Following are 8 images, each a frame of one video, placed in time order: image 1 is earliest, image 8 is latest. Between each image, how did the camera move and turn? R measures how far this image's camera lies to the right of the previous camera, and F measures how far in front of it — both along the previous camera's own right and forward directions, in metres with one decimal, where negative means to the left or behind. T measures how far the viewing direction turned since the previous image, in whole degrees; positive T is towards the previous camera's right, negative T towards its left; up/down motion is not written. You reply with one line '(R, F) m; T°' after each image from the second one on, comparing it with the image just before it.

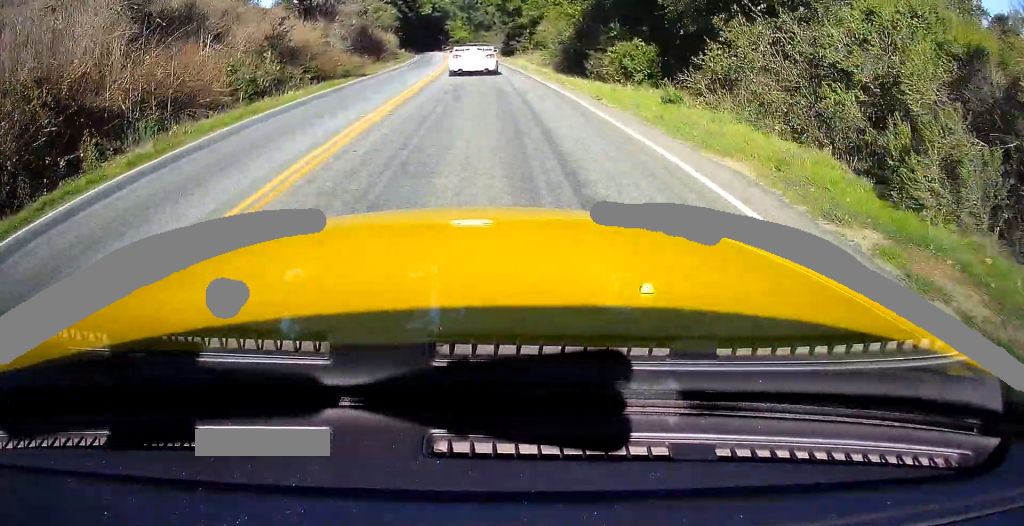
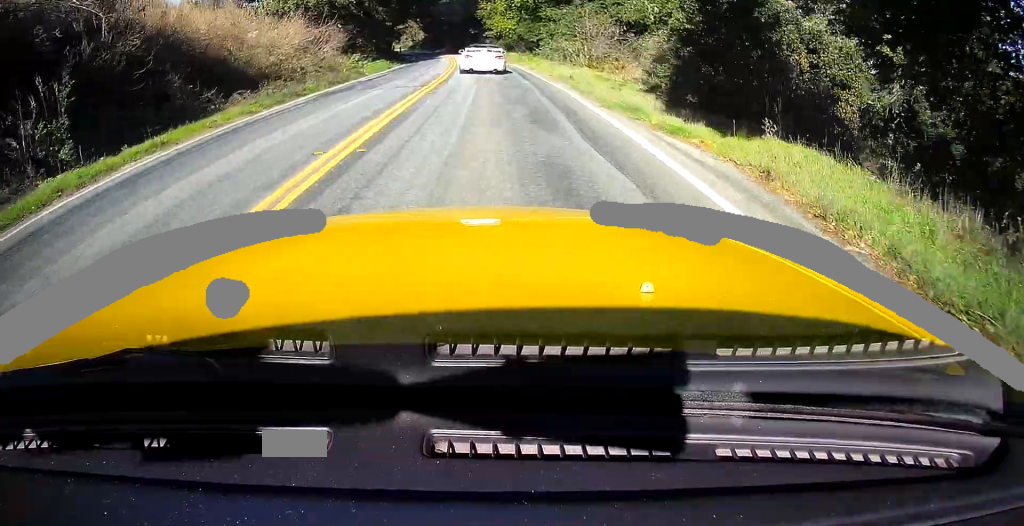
(-3.7, +49.5) m; -6°
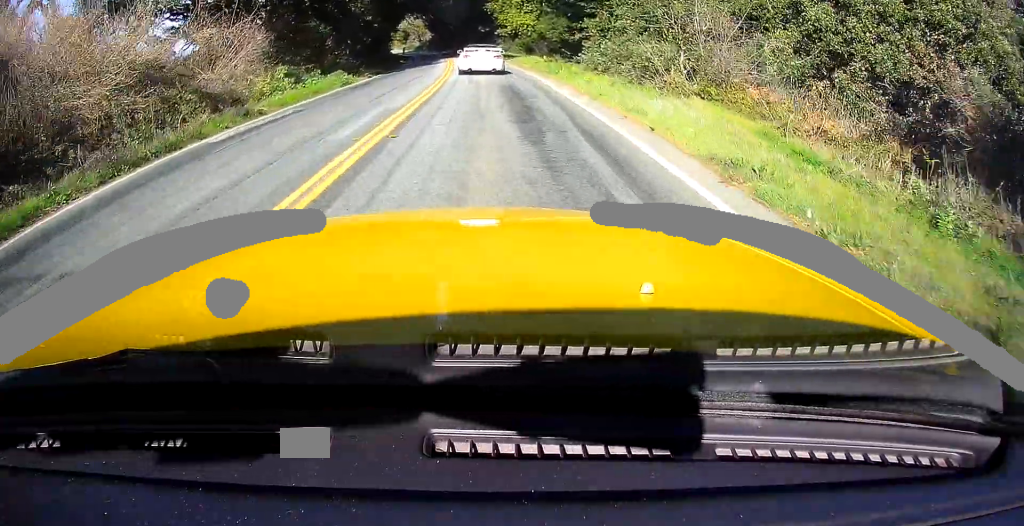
(+0.2, +13.7) m; -1°
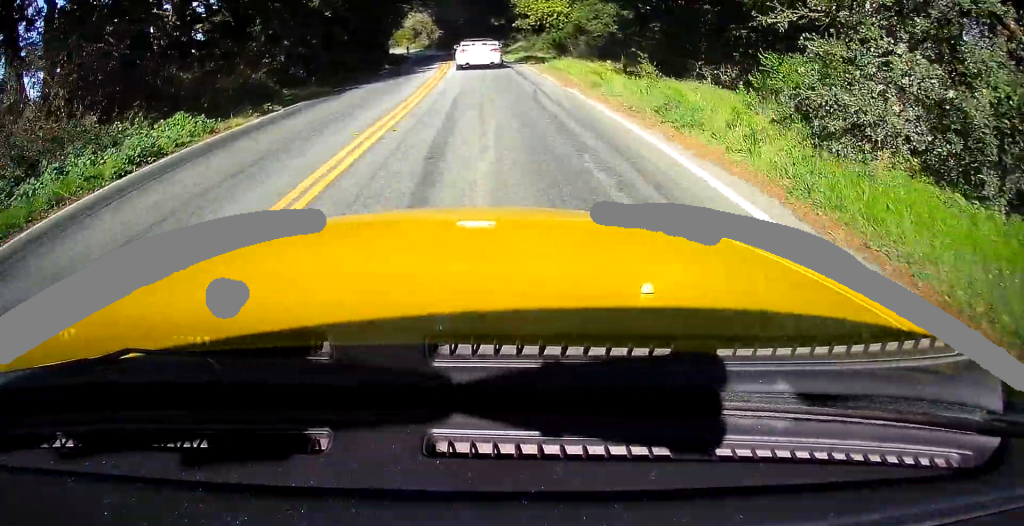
(-0.5, +15.0) m; -2°
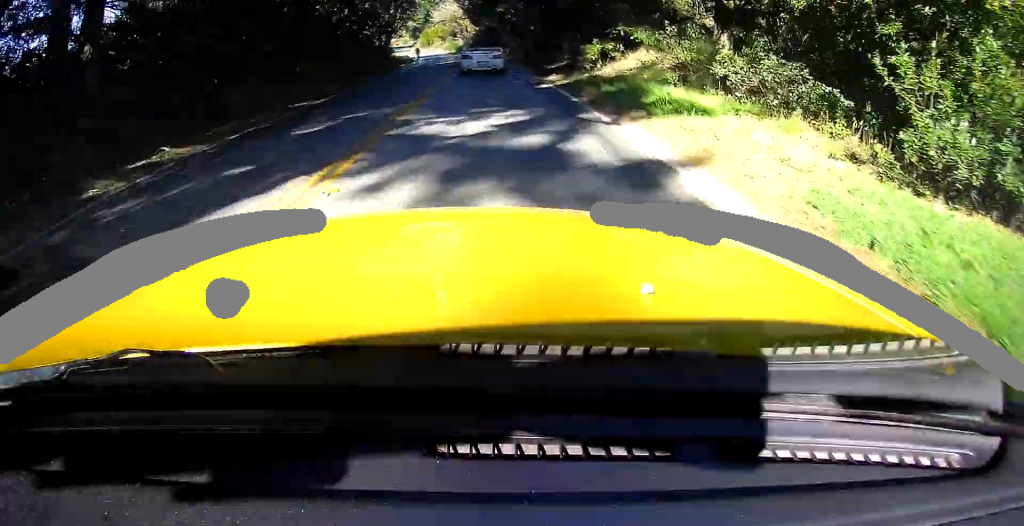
(-1.2, +33.1) m; -4°
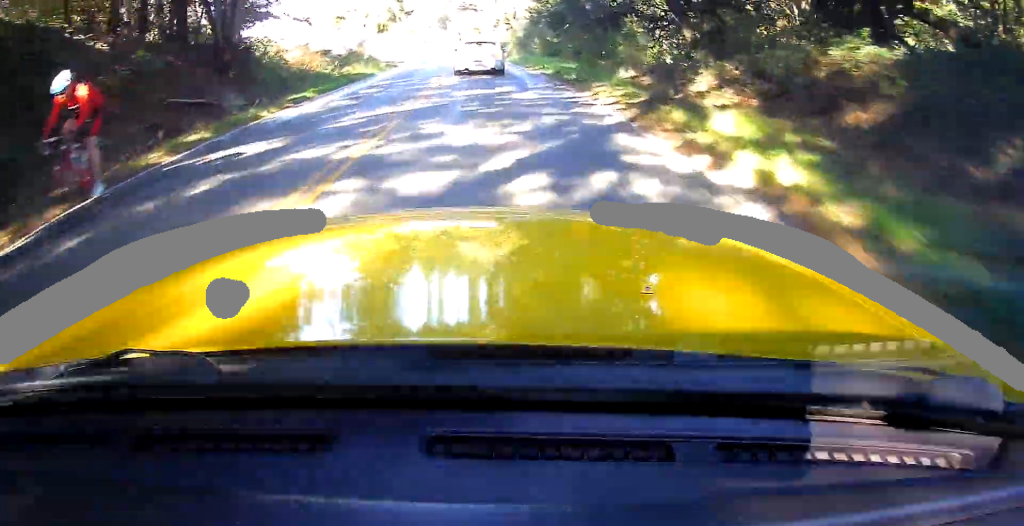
(-2.7, +45.0) m; -8°
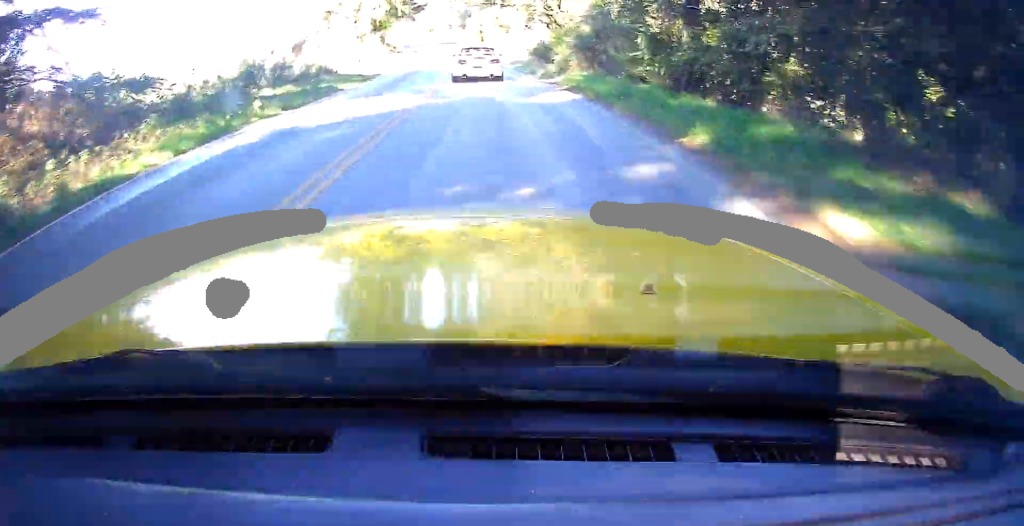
(-0.8, +22.2) m; -4°
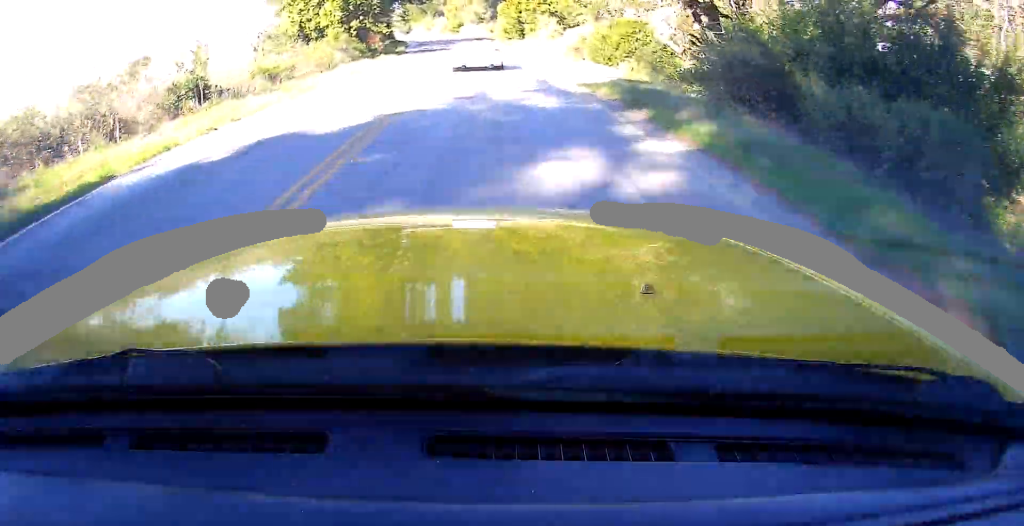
(-1.1, +27.3) m; -5°
